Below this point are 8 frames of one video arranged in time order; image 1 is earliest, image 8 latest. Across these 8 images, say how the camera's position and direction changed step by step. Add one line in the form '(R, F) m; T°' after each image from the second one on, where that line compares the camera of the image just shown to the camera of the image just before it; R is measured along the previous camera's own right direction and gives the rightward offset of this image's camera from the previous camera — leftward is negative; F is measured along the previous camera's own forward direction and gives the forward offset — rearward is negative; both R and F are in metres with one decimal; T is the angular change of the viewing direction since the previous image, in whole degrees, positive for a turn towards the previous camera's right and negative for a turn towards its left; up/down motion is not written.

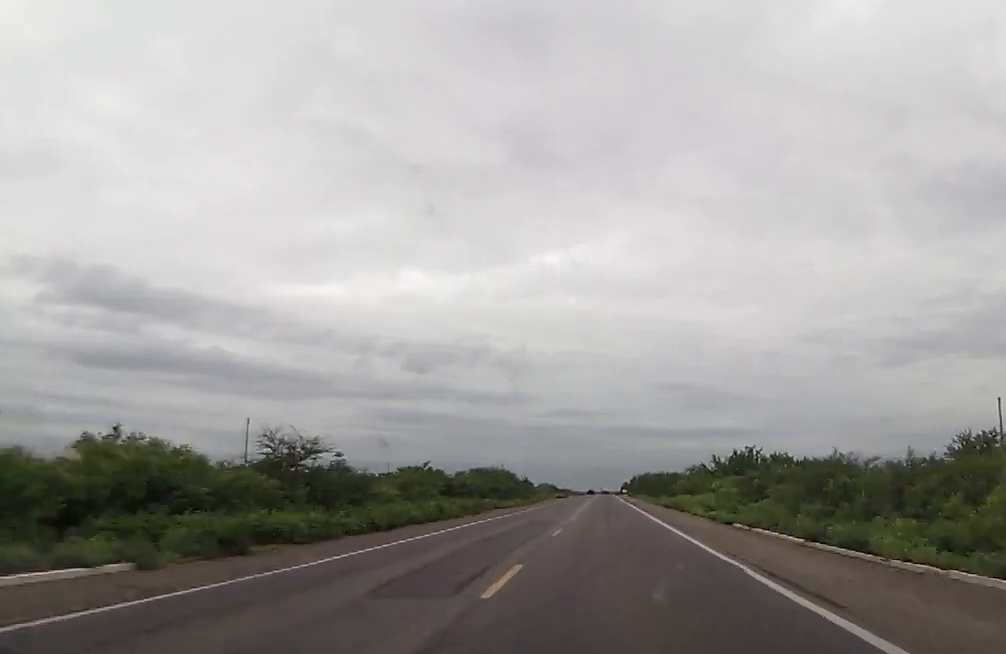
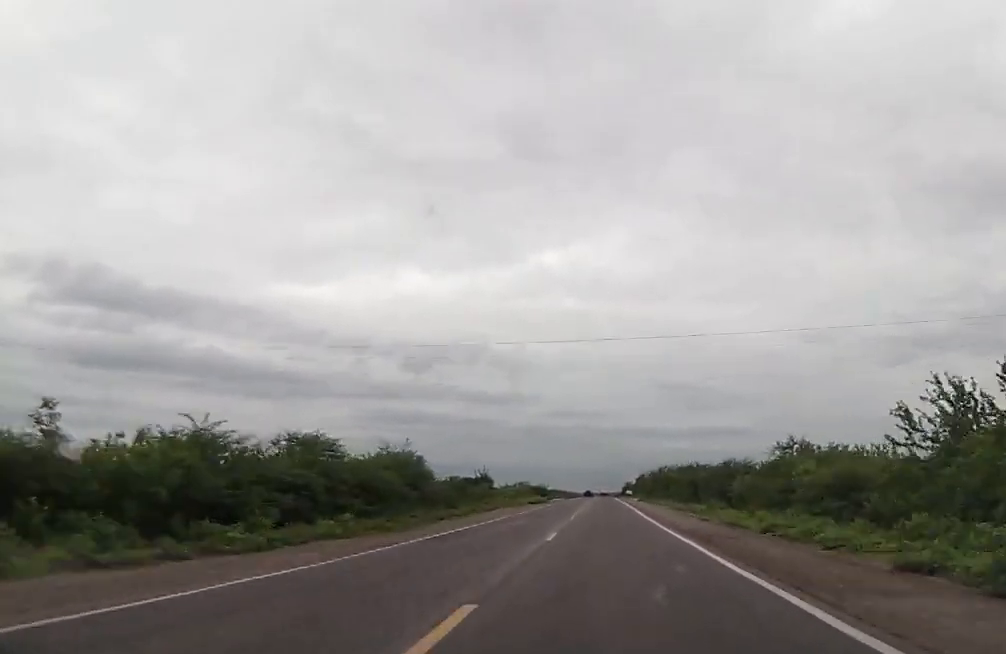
(+0.2, +55.8) m; 0°
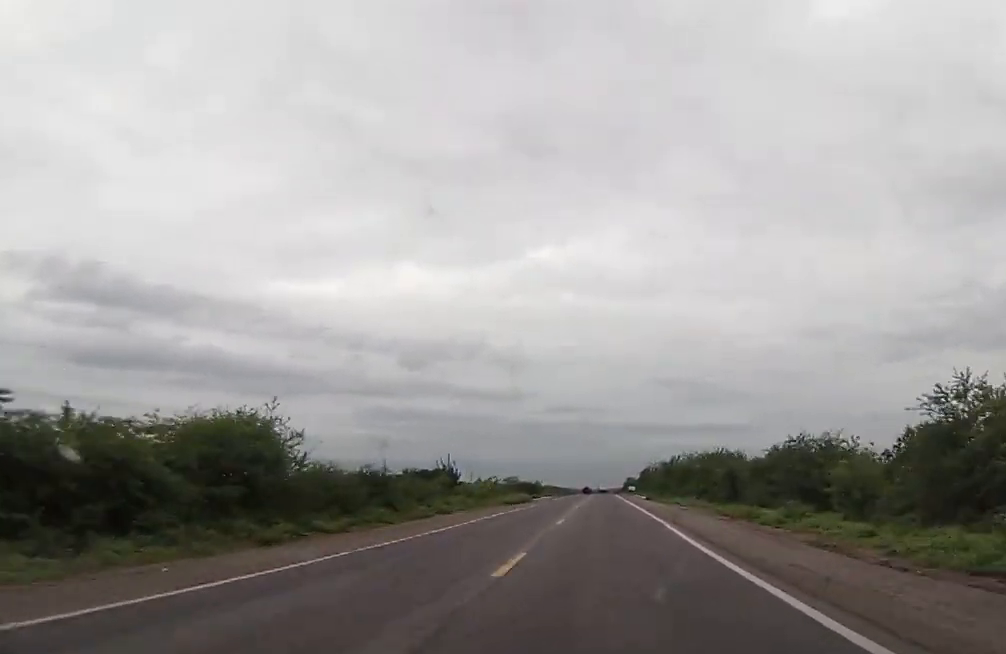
(+0.1, +25.1) m; 0°
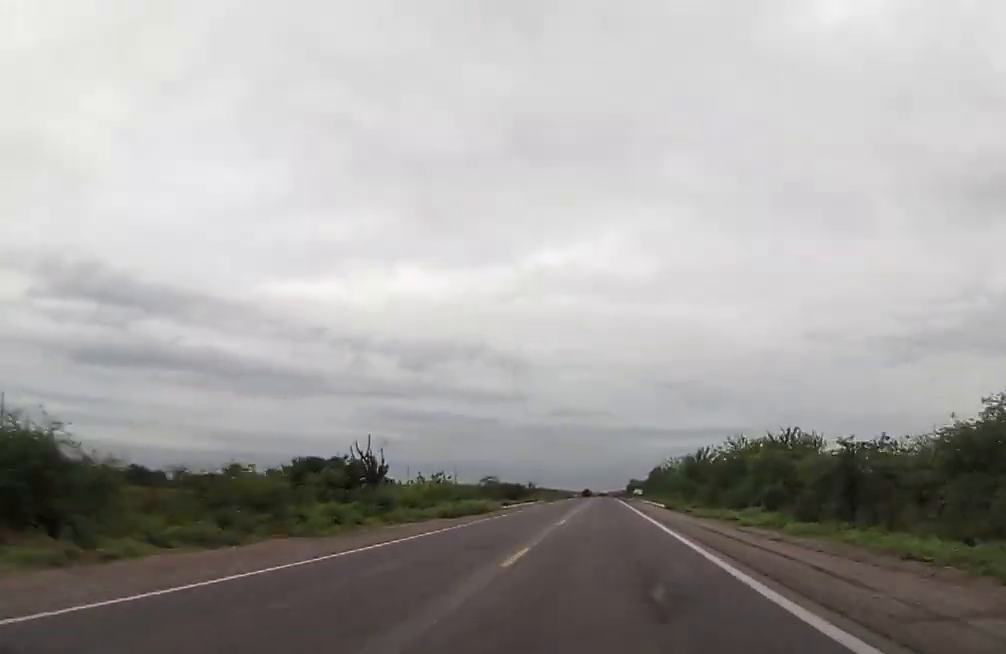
(0.0, +30.2) m; 0°
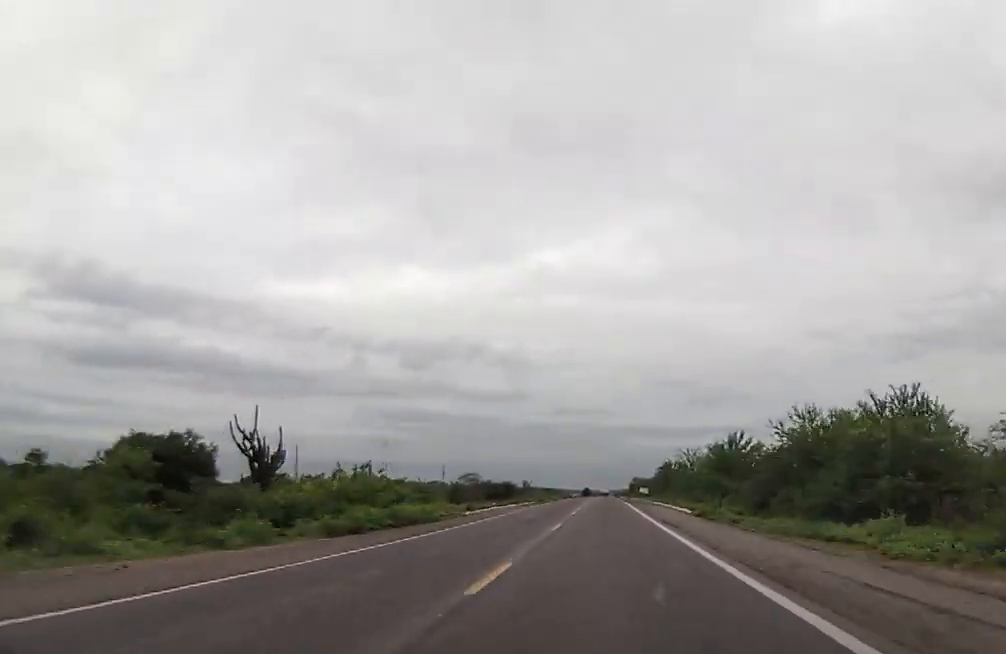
(0.0, +19.5) m; 0°
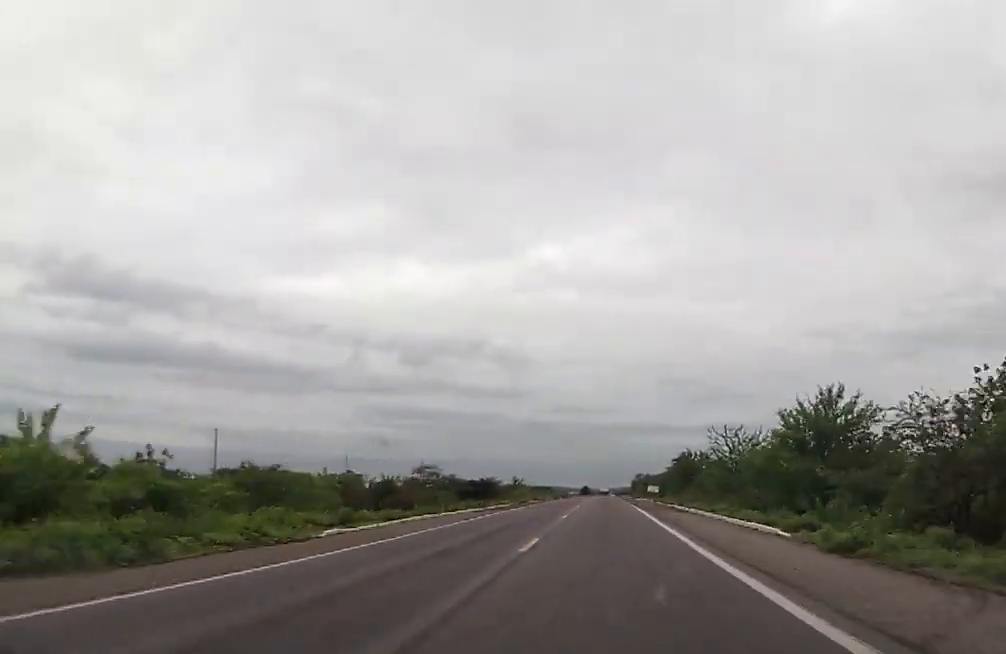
(+0.2, +25.8) m; 0°
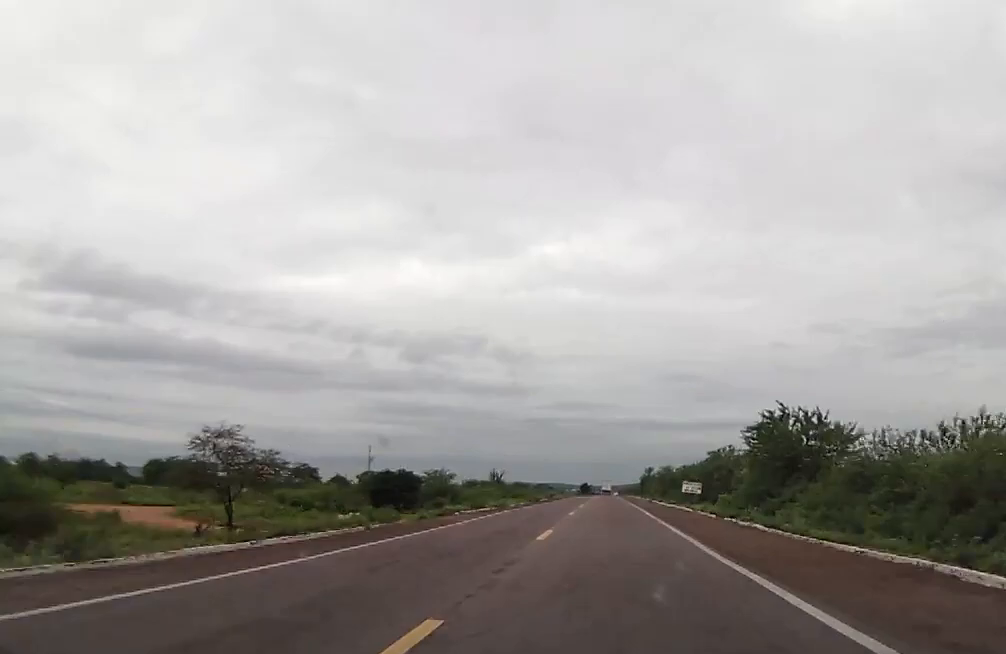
(-0.4, +45.8) m; 0°
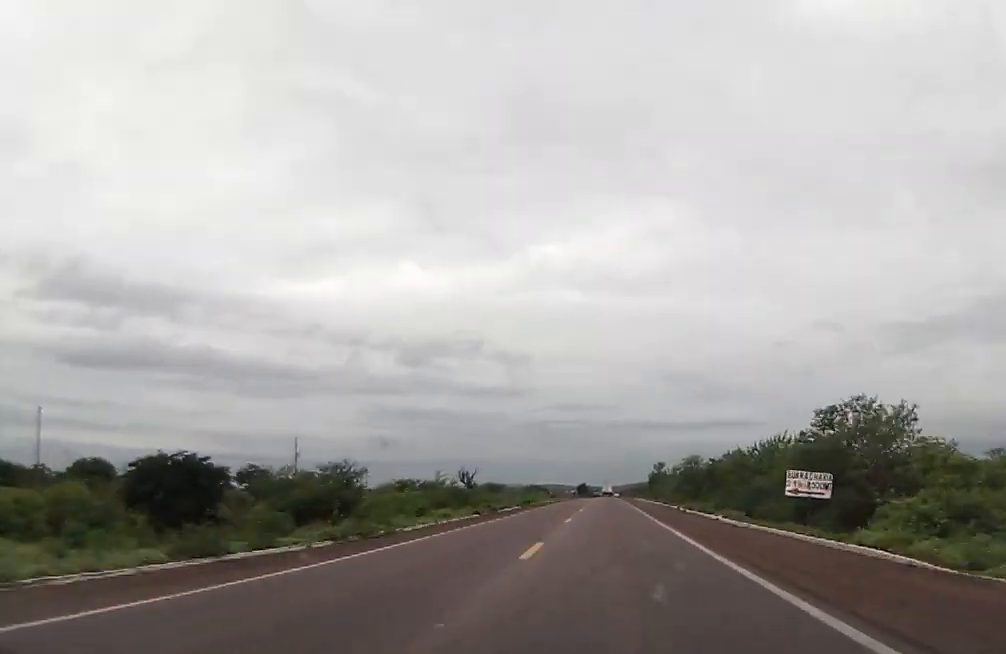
(+0.4, +36.4) m; 0°
